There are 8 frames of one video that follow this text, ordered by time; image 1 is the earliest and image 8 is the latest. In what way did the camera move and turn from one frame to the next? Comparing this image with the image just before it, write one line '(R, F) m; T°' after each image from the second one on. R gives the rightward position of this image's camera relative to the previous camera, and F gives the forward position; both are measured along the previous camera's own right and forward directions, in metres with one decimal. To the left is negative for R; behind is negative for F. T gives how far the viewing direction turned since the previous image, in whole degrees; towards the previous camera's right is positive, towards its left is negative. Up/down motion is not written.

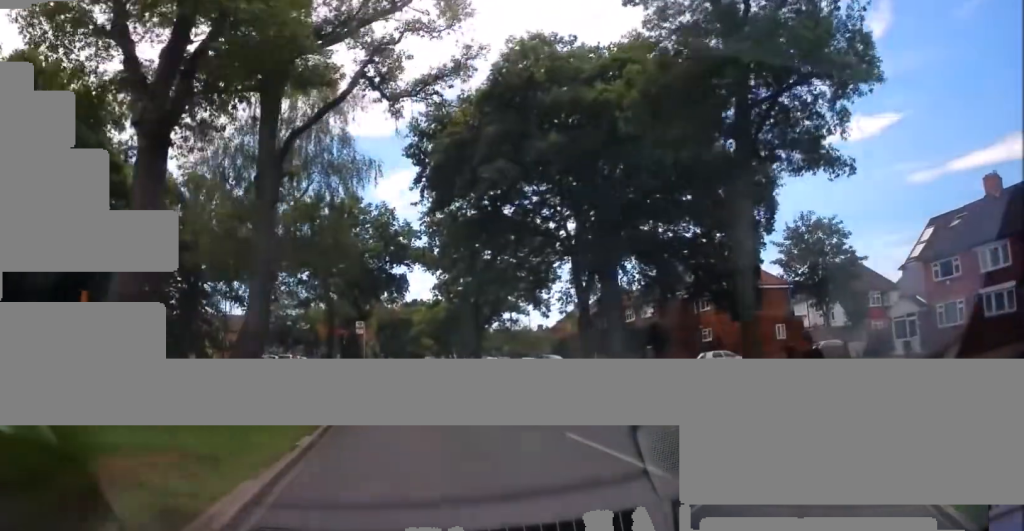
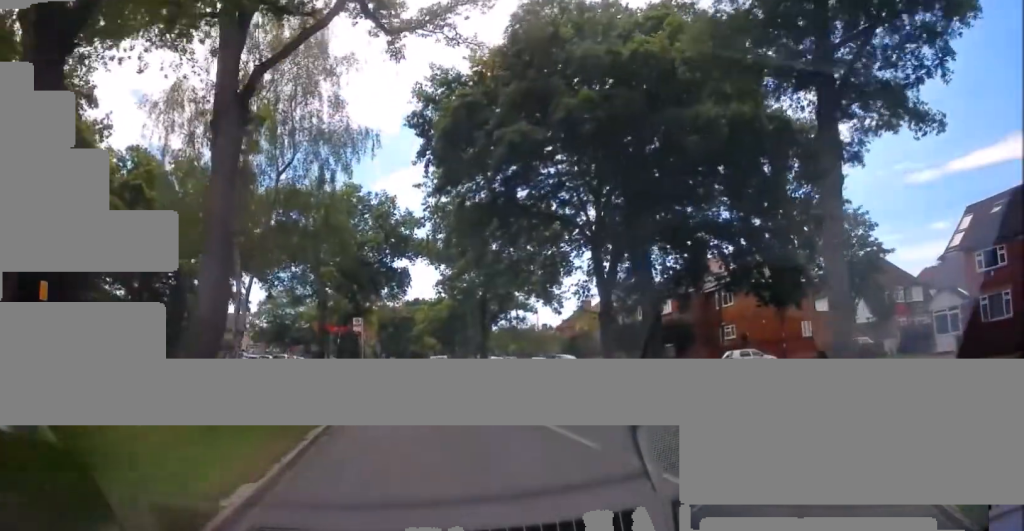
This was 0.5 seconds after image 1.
(-0.2, +3.8) m; 0°
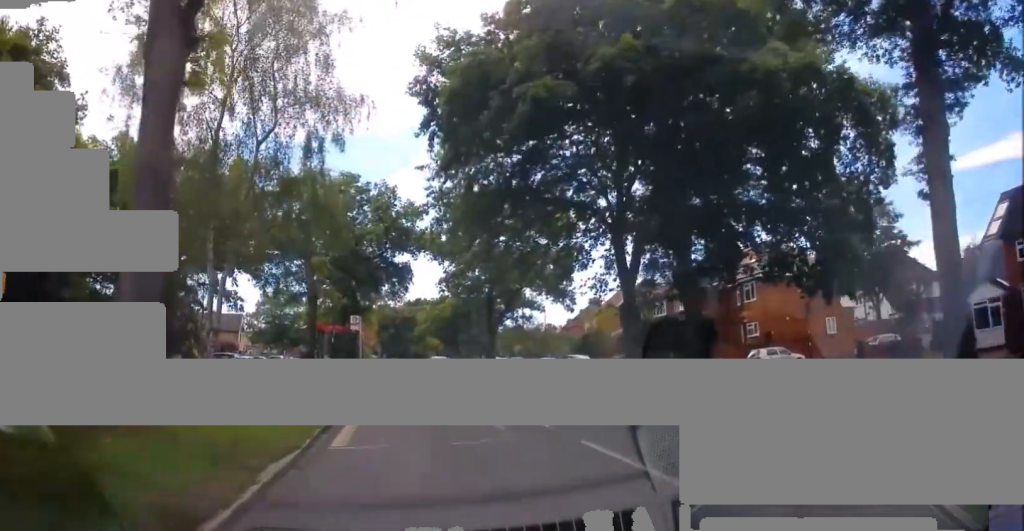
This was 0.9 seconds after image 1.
(-0.1, +3.2) m; 0°
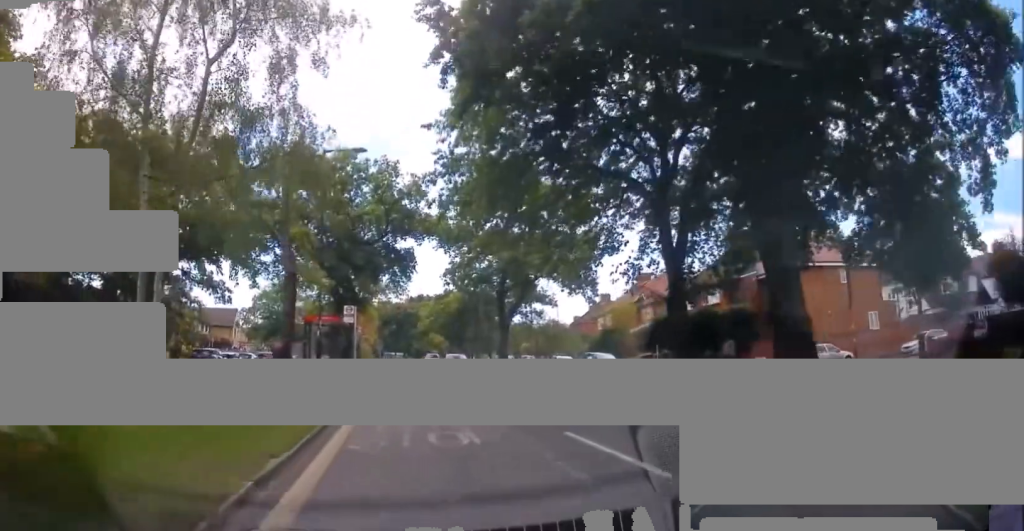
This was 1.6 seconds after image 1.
(+0.2, +5.0) m; 0°
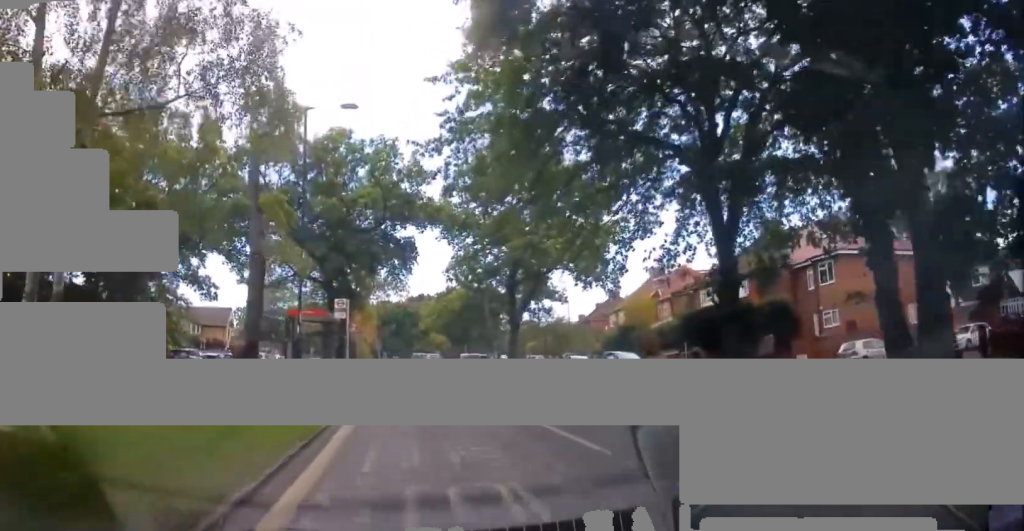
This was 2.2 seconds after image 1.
(0.0, +4.4) m; -1°
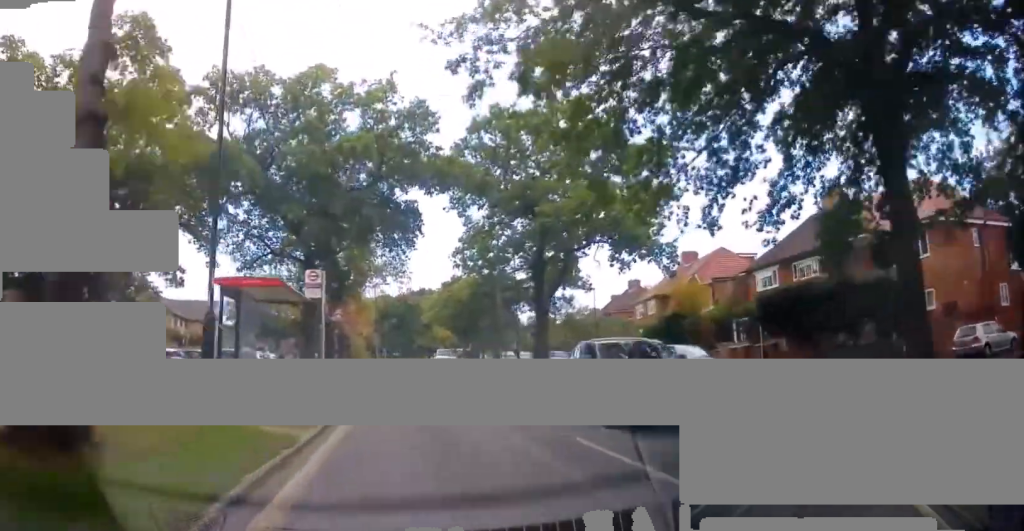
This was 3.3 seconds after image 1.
(-0.3, +8.2) m; -1°
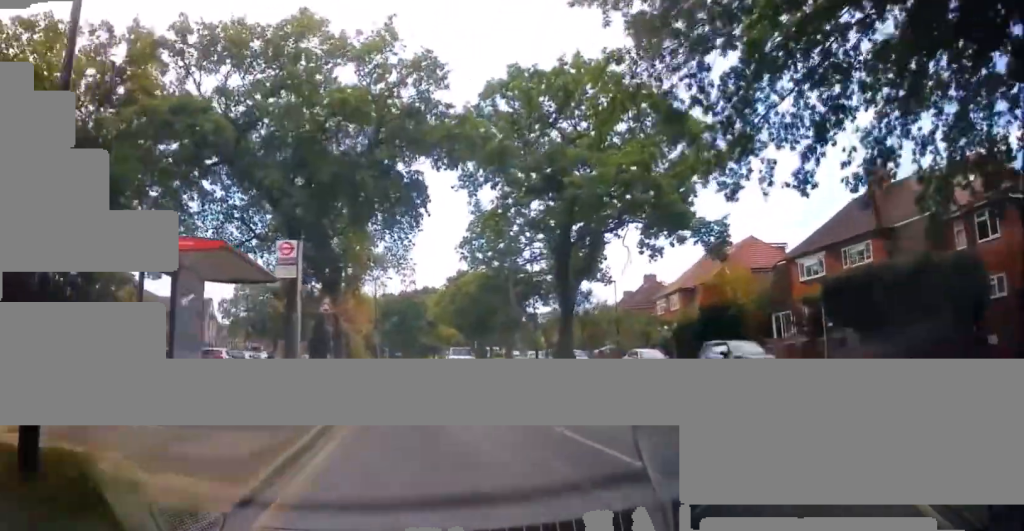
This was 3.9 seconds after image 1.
(-0.1, +4.7) m; +2°
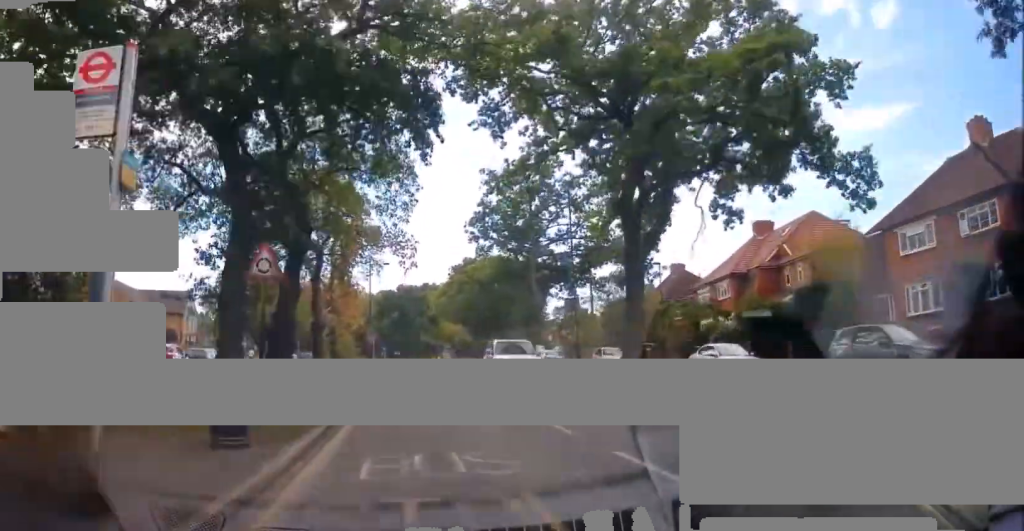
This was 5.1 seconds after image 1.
(+0.3, +8.9) m; 0°
